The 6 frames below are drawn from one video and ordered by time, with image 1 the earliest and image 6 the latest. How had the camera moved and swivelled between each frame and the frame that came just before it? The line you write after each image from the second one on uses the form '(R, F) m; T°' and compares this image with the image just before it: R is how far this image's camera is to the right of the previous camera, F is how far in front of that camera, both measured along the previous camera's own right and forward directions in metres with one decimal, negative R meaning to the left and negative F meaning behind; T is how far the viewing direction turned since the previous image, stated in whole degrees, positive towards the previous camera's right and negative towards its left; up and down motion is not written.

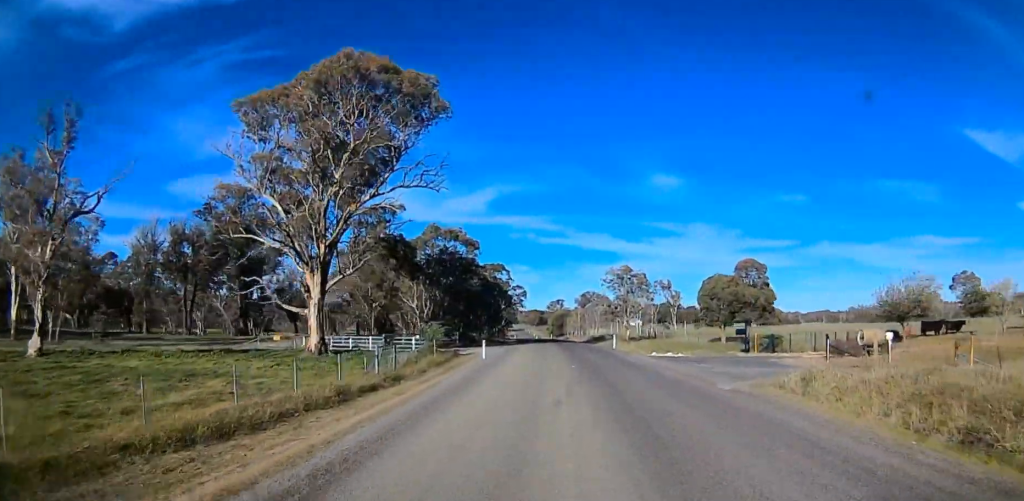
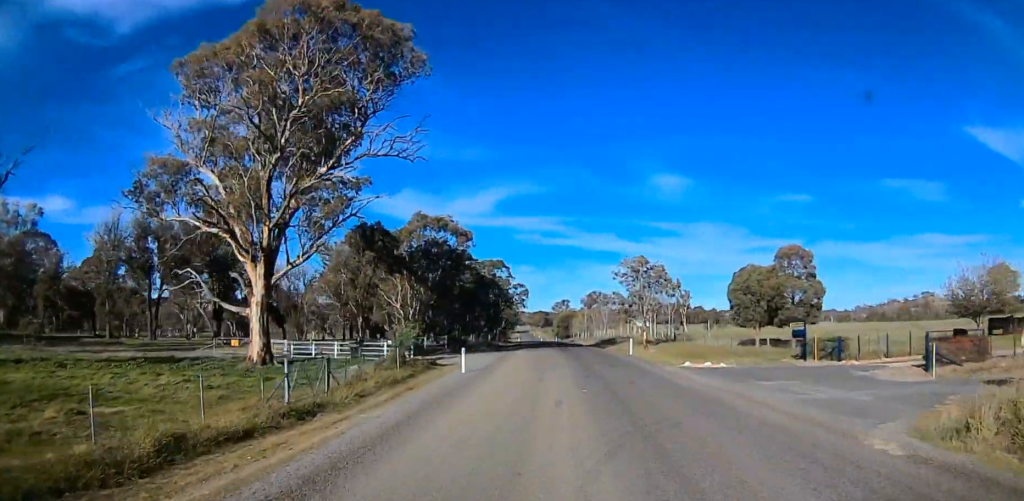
(0.0, +10.2) m; 0°
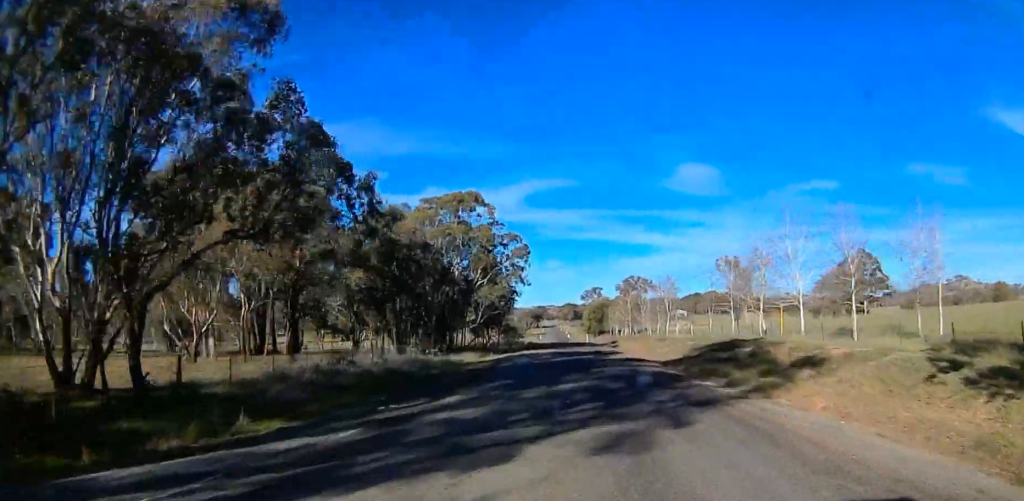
(0.0, +53.9) m; 0°
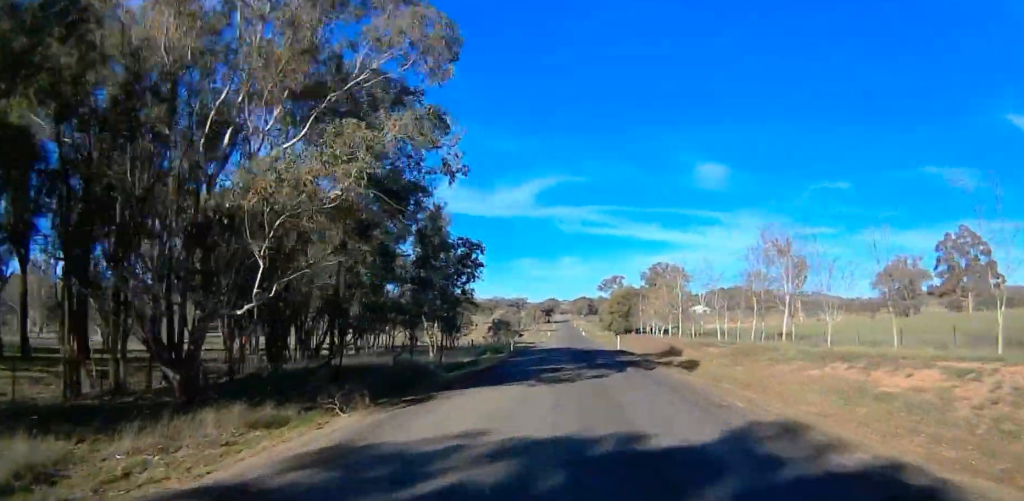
(0.0, +38.7) m; 0°
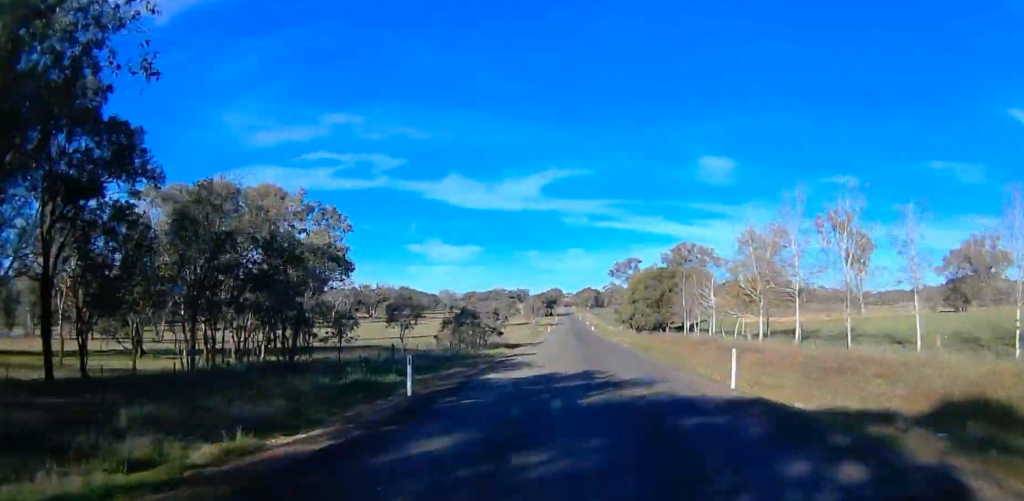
(0.0, +36.1) m; 0°
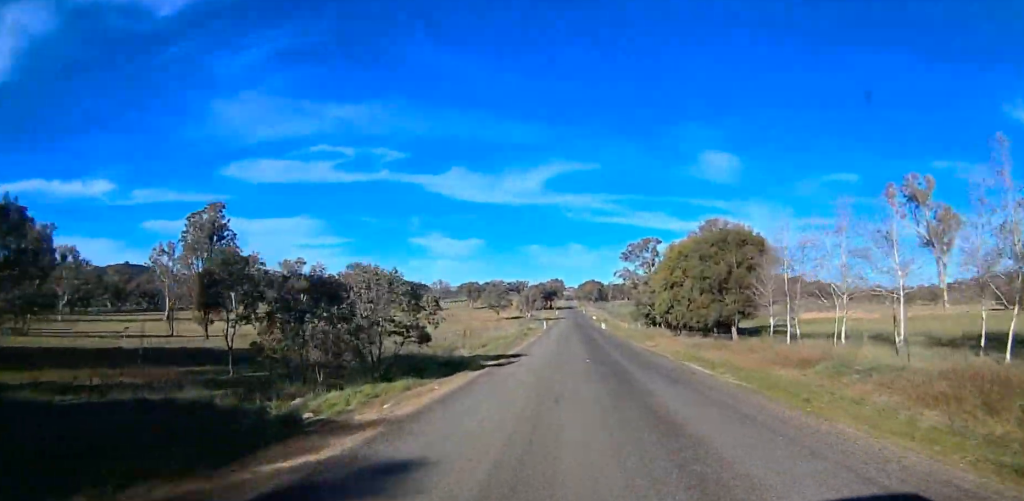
(0.0, +32.7) m; 0°
